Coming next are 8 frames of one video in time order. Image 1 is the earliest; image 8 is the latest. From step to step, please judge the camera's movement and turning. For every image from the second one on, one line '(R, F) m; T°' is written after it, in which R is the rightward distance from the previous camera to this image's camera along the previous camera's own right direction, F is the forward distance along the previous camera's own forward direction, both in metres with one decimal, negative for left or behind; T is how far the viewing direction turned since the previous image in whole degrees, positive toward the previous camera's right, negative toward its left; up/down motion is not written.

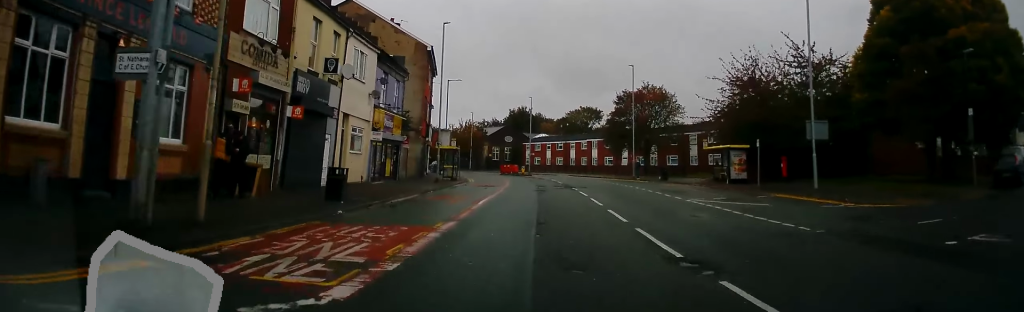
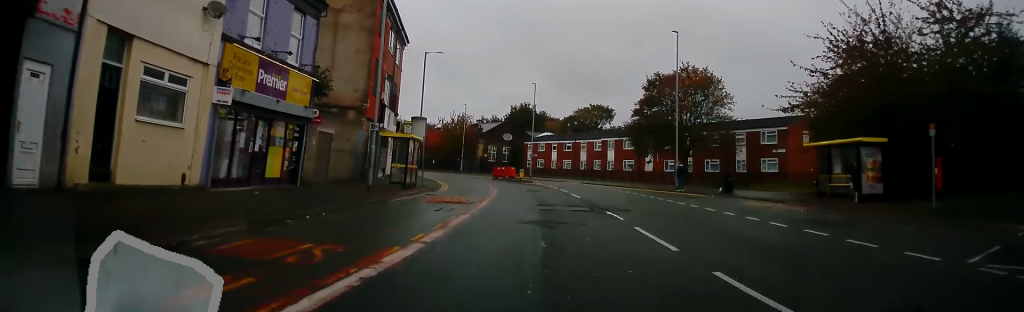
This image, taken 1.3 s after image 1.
(-0.1, +15.9) m; 0°
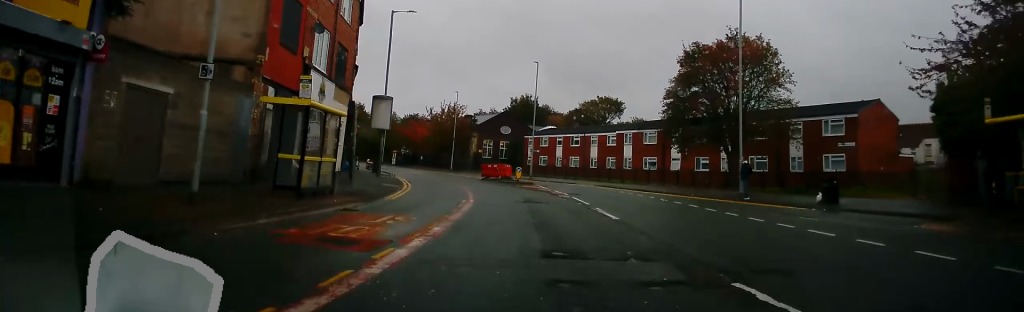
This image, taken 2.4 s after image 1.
(0.0, +12.5) m; 0°
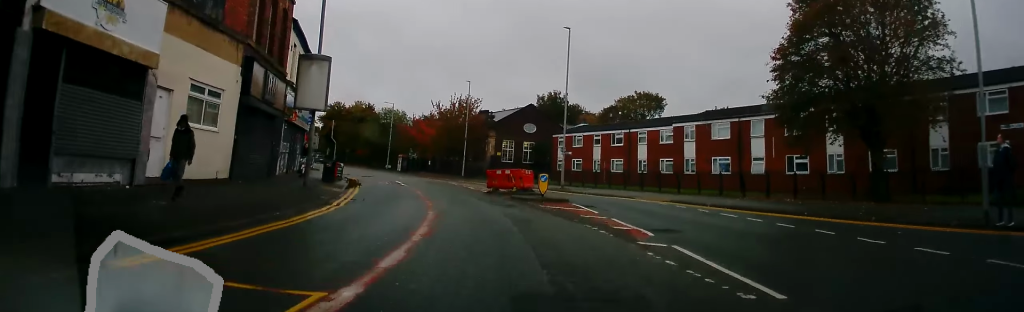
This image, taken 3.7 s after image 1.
(-0.1, +15.6) m; -3°
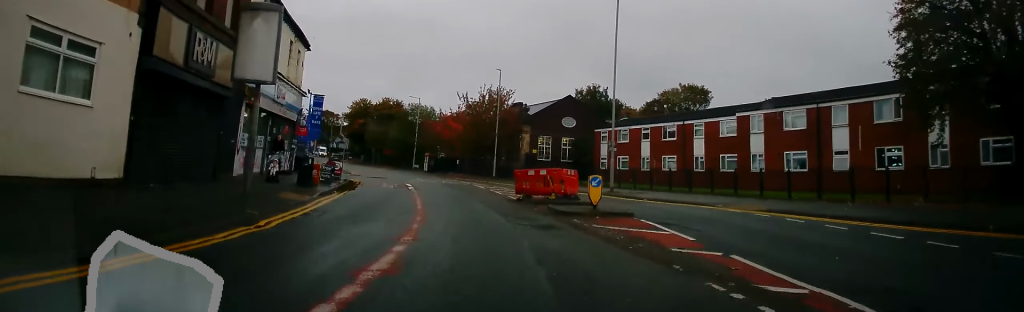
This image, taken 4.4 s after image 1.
(-0.3, +7.5) m; -3°
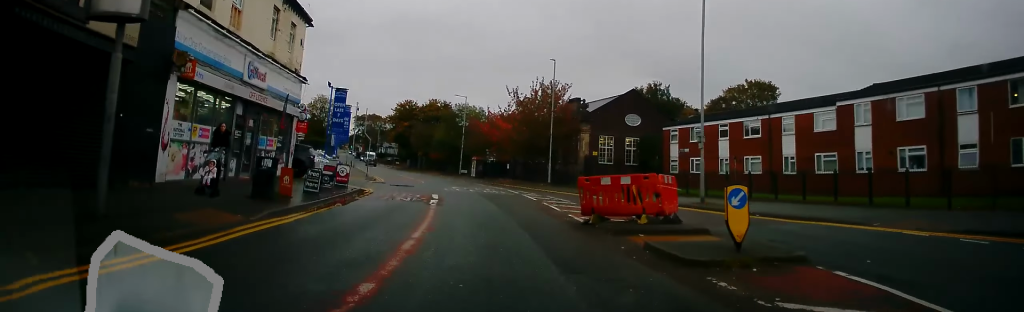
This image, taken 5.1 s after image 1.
(-0.2, +7.5) m; -4°
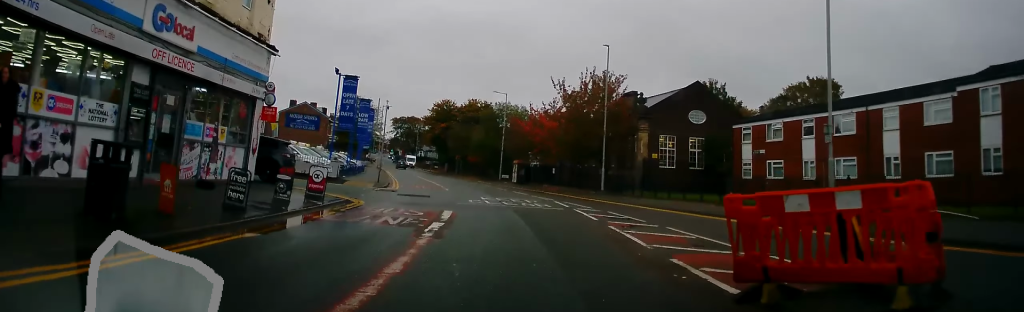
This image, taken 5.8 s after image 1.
(-0.2, +7.6) m; -4°
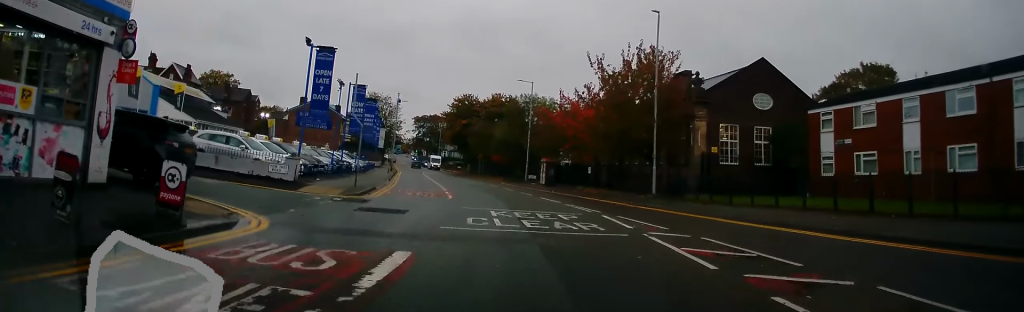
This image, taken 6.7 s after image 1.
(-0.6, +8.7) m; -5°
